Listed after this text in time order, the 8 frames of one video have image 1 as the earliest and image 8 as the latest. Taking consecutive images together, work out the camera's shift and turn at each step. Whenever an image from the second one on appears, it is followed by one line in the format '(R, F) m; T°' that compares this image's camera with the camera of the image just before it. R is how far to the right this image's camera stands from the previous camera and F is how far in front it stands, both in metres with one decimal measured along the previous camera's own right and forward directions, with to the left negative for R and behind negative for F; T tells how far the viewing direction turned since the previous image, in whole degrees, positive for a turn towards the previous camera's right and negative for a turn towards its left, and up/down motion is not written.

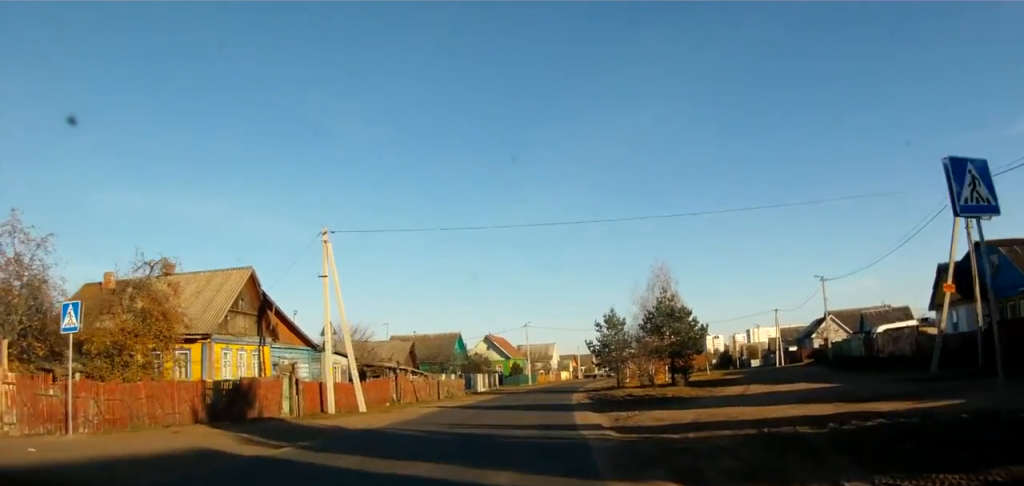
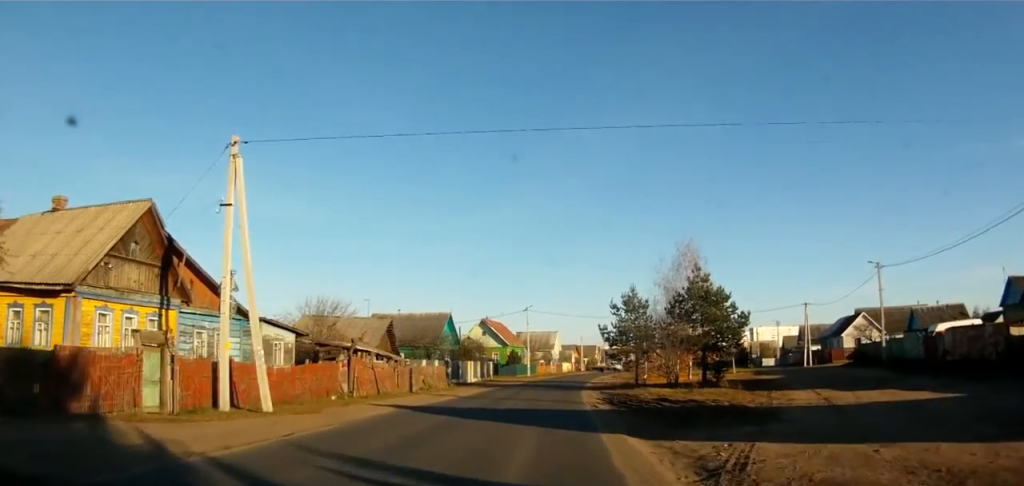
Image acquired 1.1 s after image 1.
(-0.6, +9.6) m; +1°
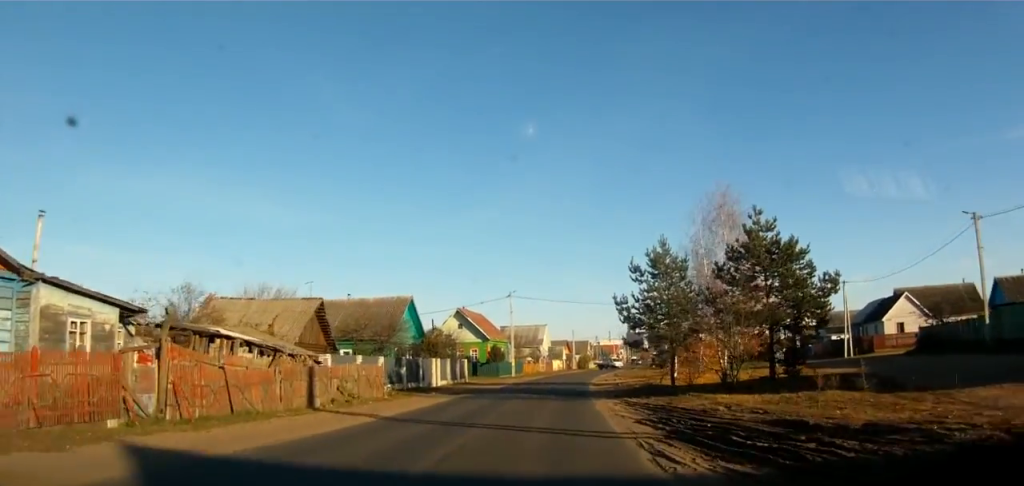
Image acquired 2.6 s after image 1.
(+1.4, +14.3) m; +7°
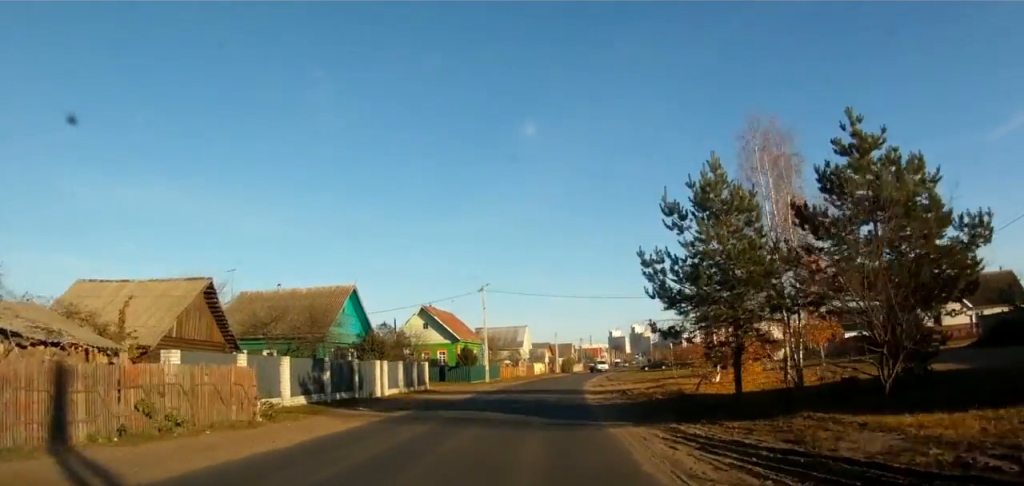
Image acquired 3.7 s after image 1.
(0.0, +11.3) m; 0°
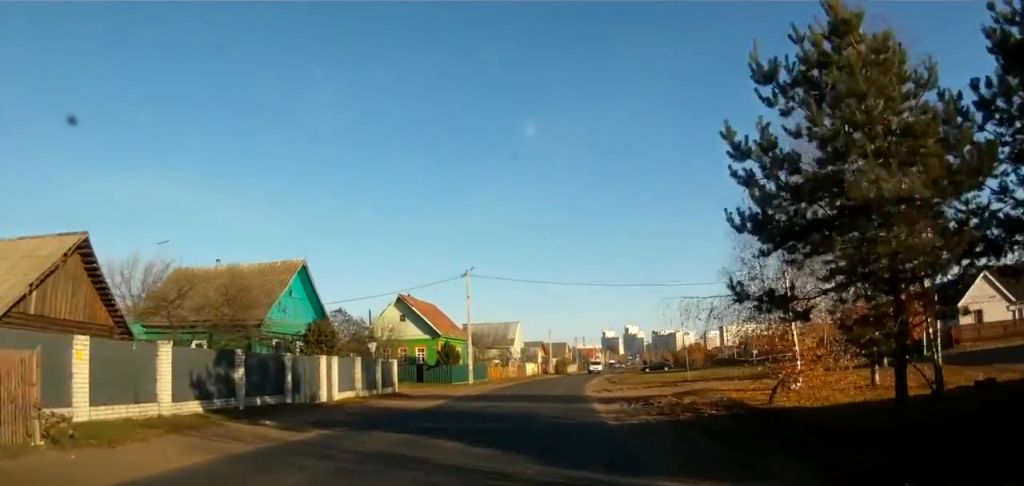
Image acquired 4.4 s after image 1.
(0.0, +7.5) m; 0°
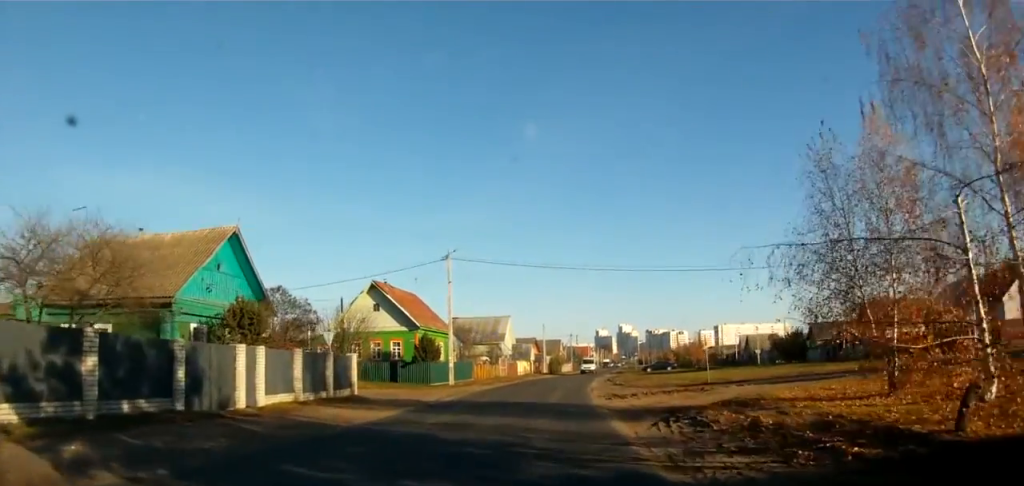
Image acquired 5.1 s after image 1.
(-0.1, +7.2) m; +2°
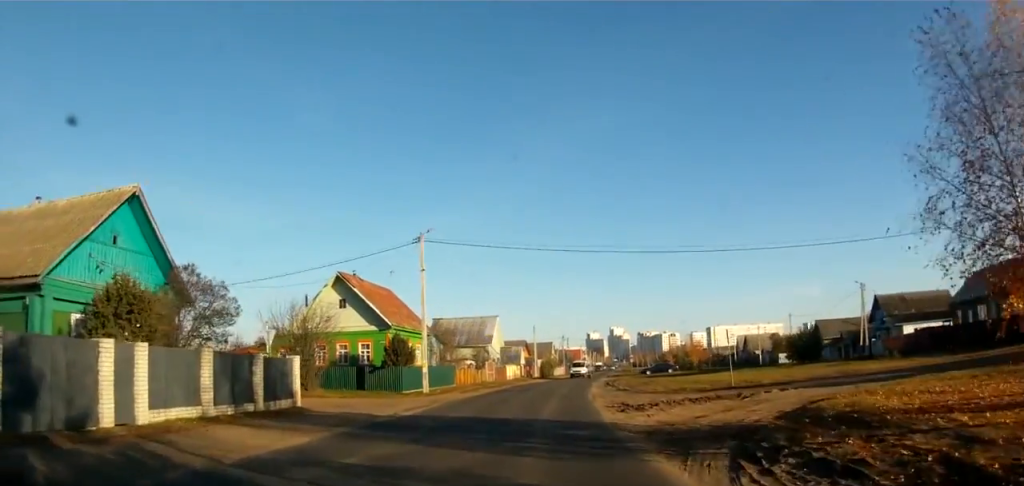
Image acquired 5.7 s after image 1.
(+0.2, +6.4) m; 0°
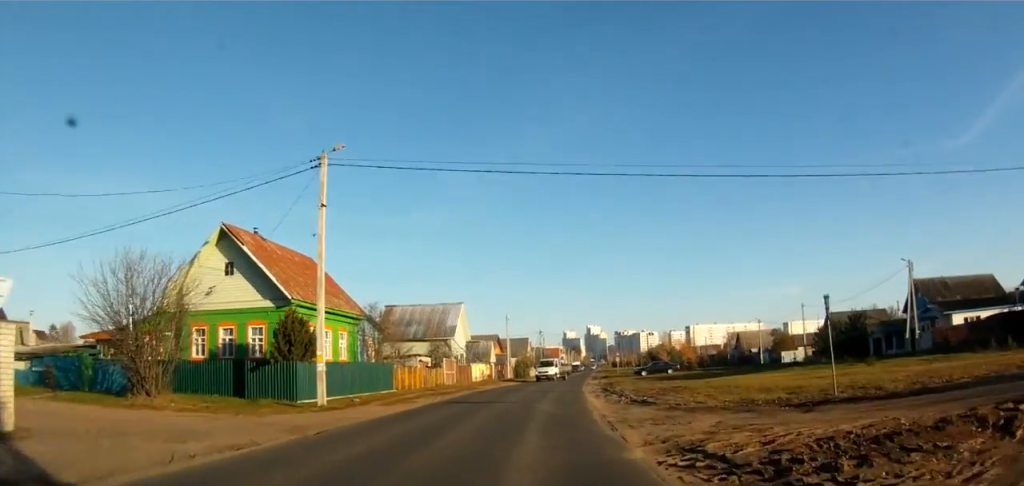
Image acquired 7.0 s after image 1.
(-0.1, +13.6) m; 0°
